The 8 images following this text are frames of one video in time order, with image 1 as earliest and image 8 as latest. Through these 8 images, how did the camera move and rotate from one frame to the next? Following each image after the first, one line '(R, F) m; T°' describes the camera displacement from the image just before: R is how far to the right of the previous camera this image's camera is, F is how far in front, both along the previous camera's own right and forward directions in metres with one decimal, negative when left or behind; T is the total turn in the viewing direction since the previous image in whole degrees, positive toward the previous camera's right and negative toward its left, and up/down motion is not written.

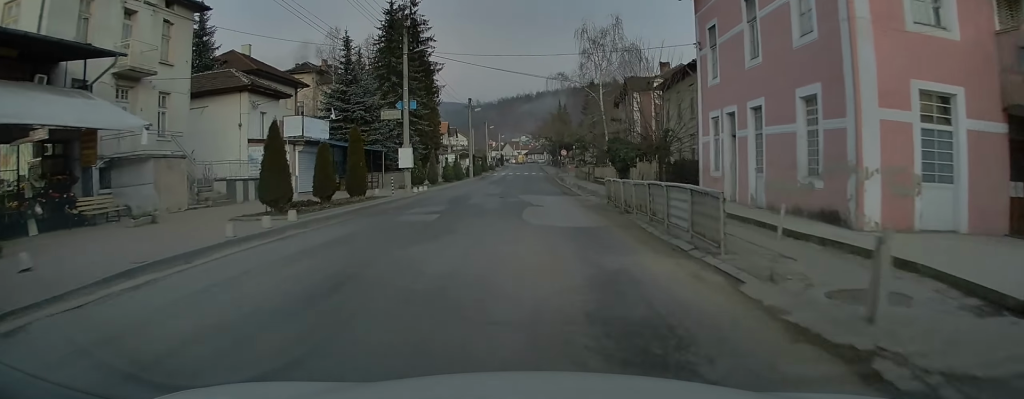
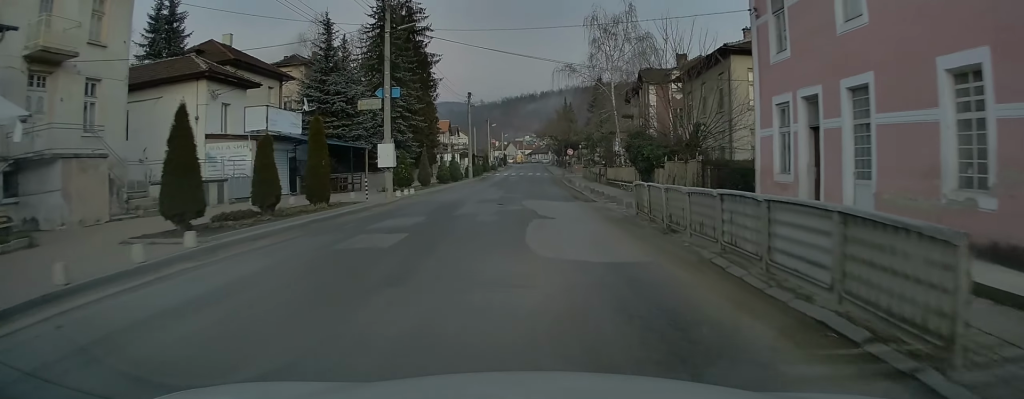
(0.0, +5.3) m; 0°
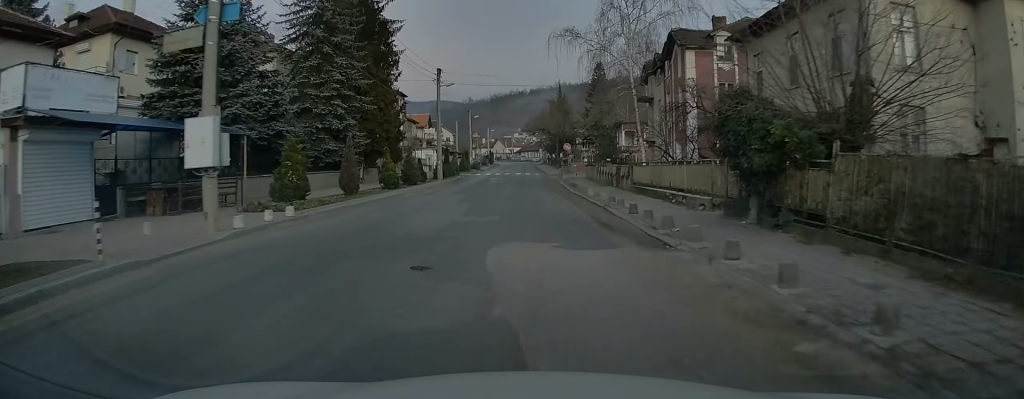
(+0.1, +14.7) m; 0°
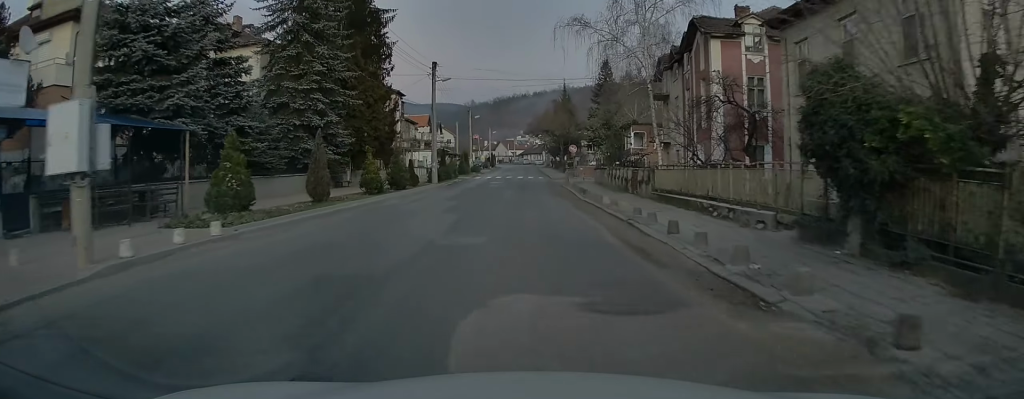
(+0.1, +4.1) m; 0°
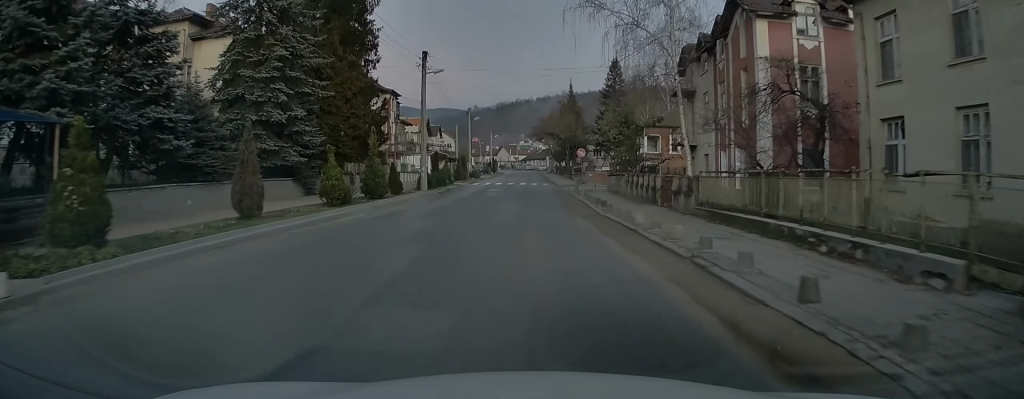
(-0.3, +5.7) m; 0°
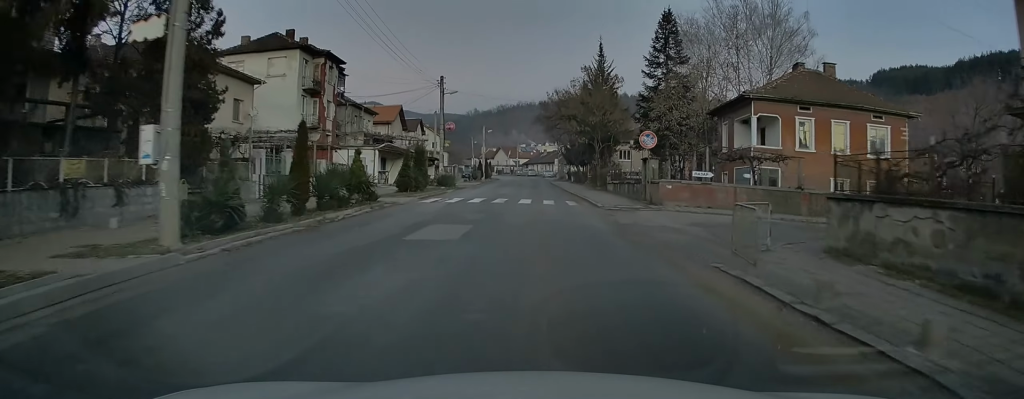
(0.0, +29.1) m; -1°
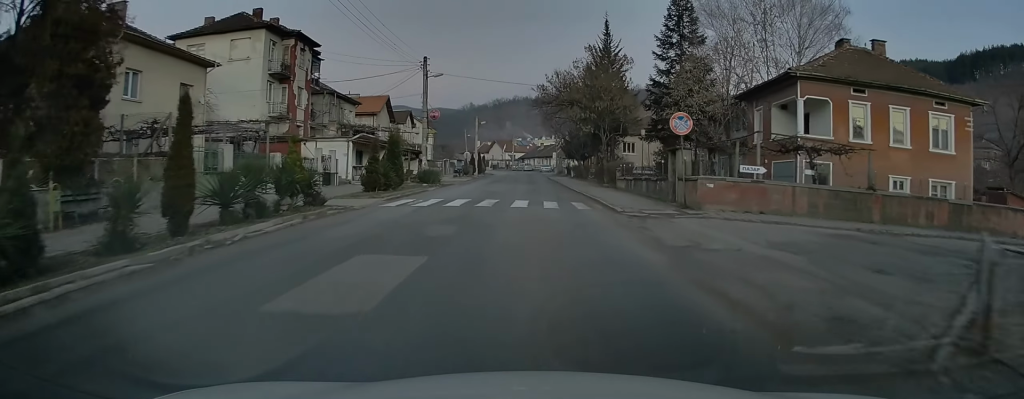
(0.0, +6.2) m; 0°
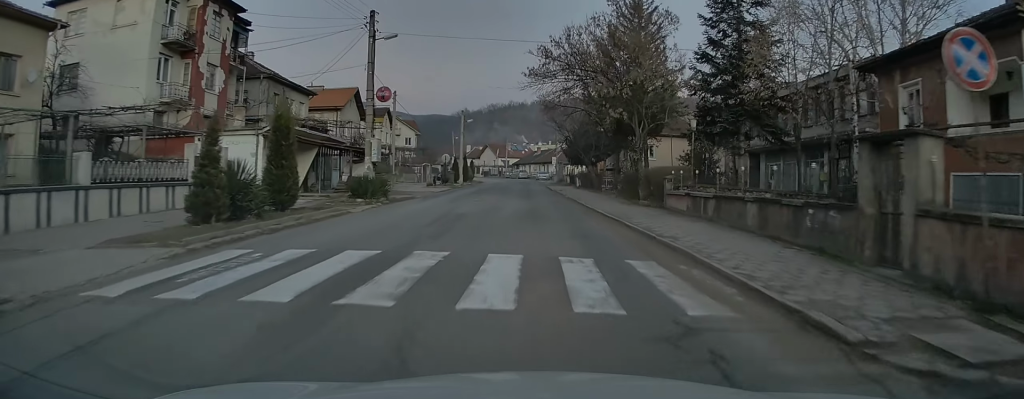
(0.0, +14.2) m; 0°
